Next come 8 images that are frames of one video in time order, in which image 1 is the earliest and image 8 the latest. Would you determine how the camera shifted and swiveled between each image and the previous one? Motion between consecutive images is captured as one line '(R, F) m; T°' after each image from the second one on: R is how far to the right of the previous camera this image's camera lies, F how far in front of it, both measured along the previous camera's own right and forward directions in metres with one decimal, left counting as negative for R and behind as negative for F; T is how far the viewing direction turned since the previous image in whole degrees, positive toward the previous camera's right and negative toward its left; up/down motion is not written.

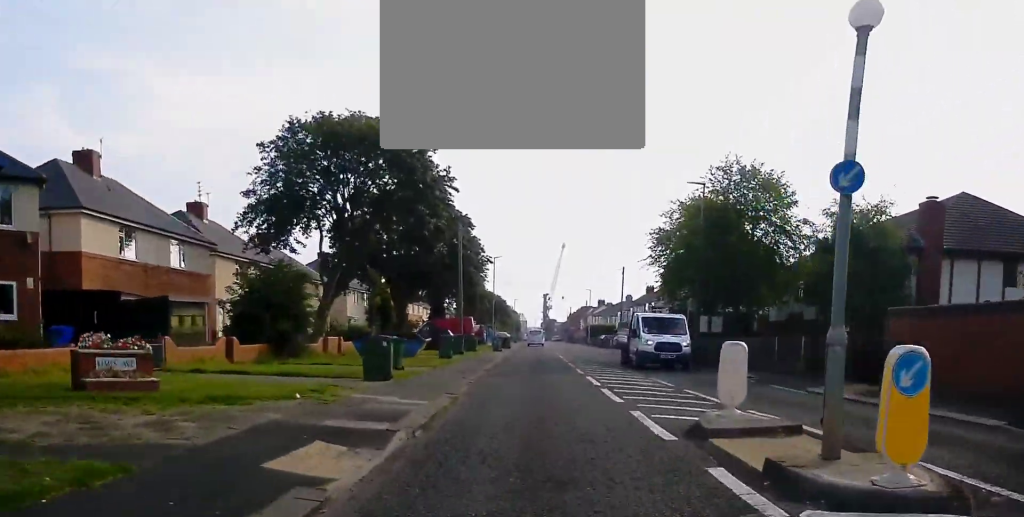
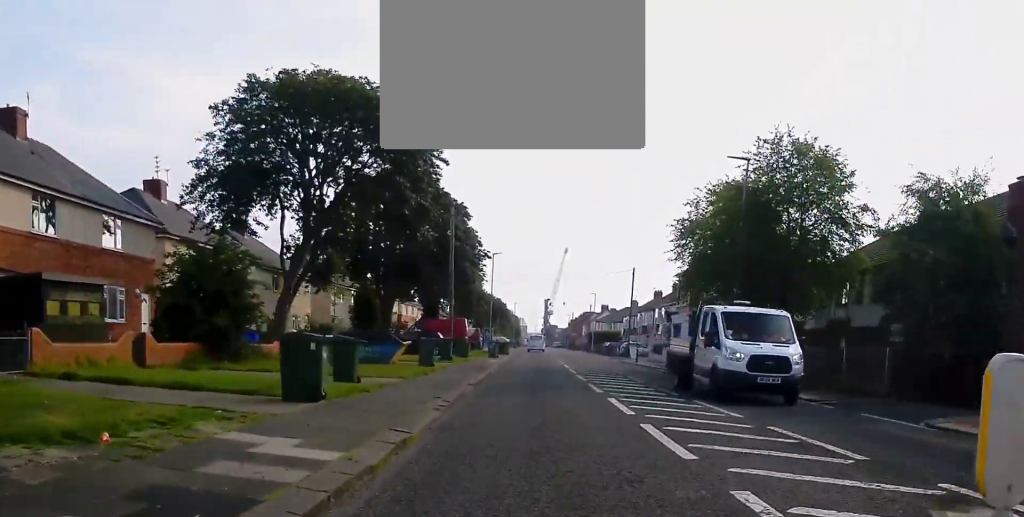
(+0.1, +6.5) m; 0°
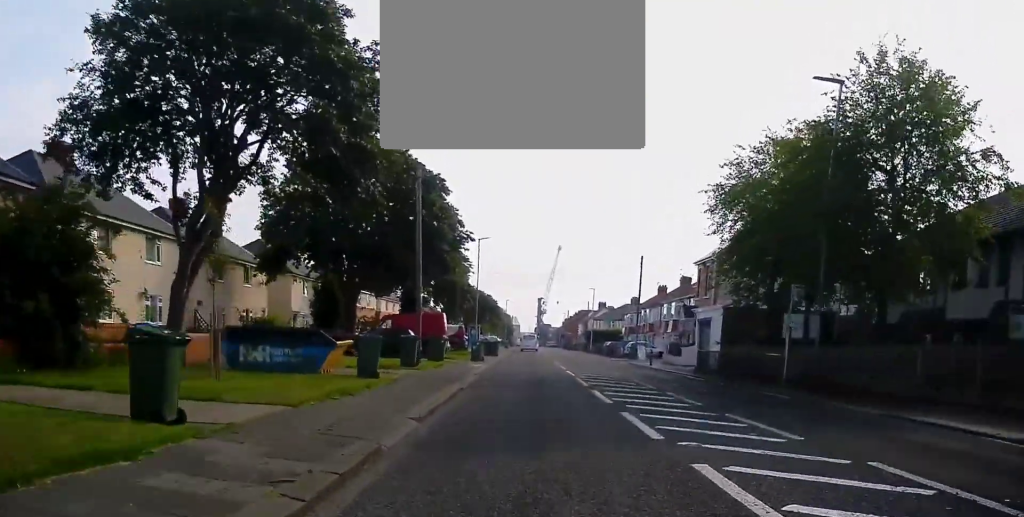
(+0.1, +9.1) m; 0°
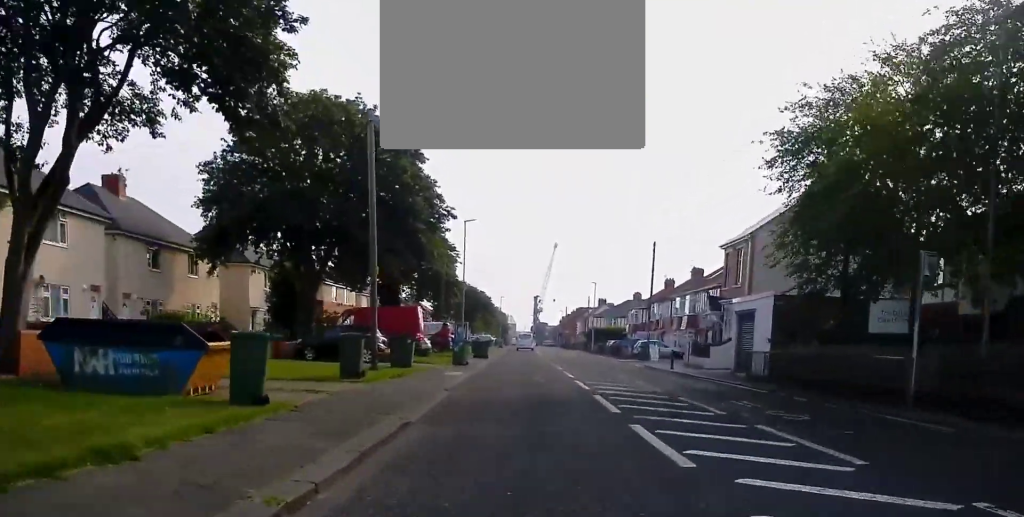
(0.0, +8.2) m; -1°
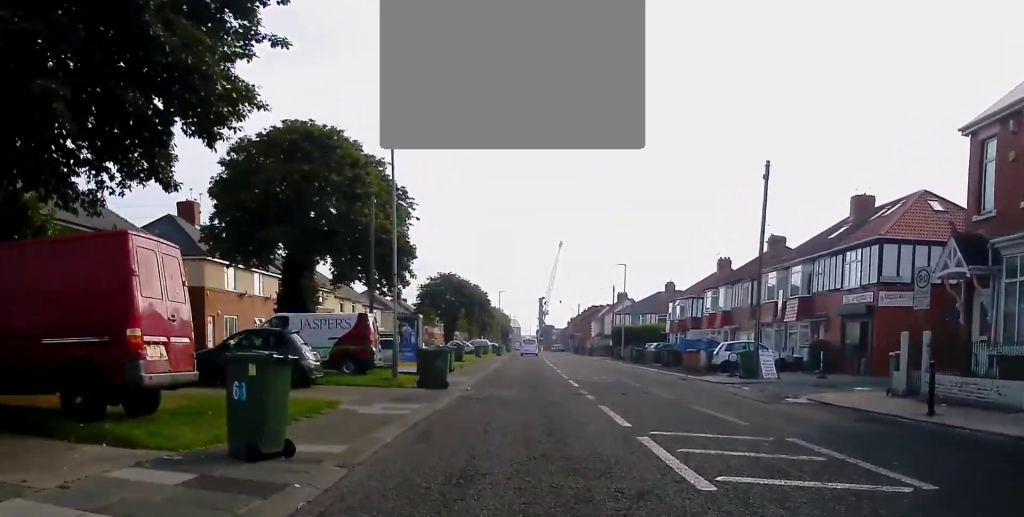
(0.0, +25.6) m; +1°
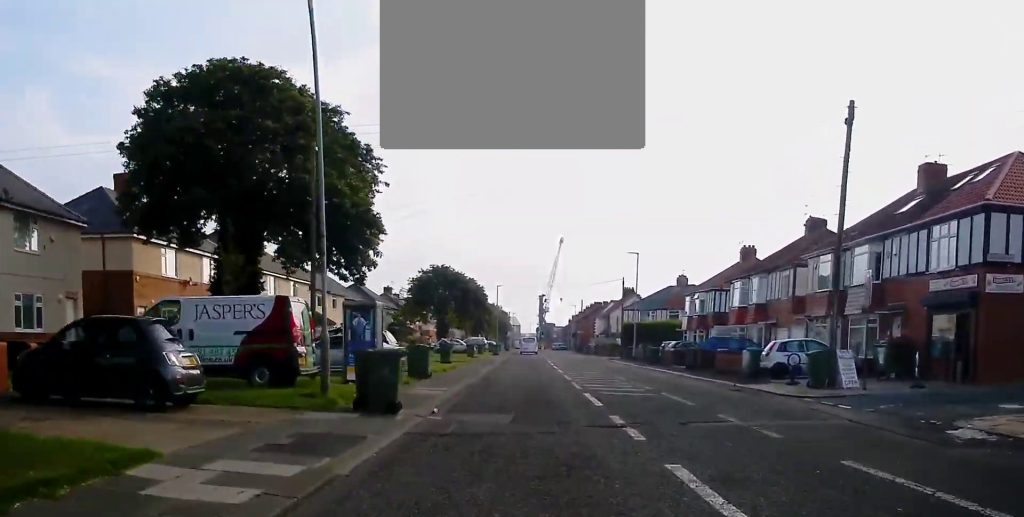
(0.0, +8.0) m; 0°
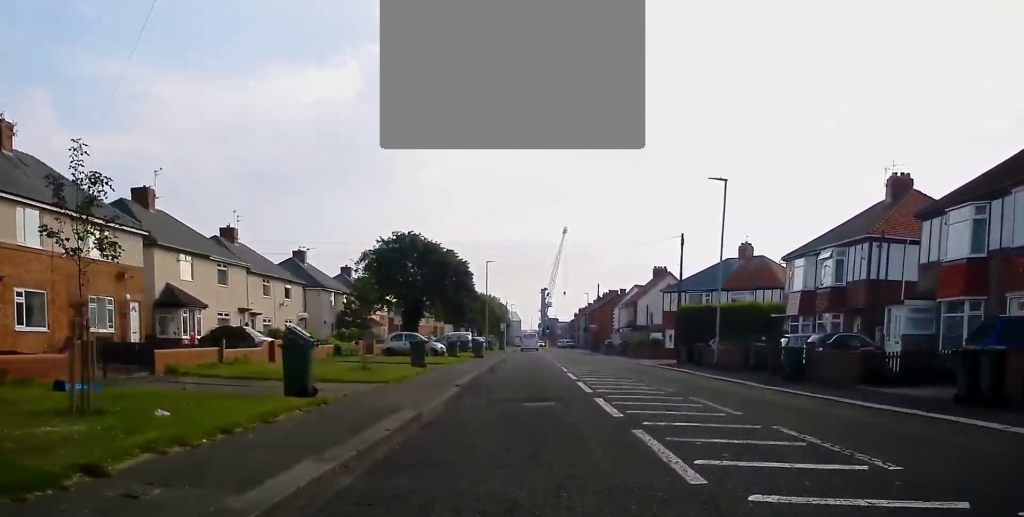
(-0.2, +26.7) m; -2°
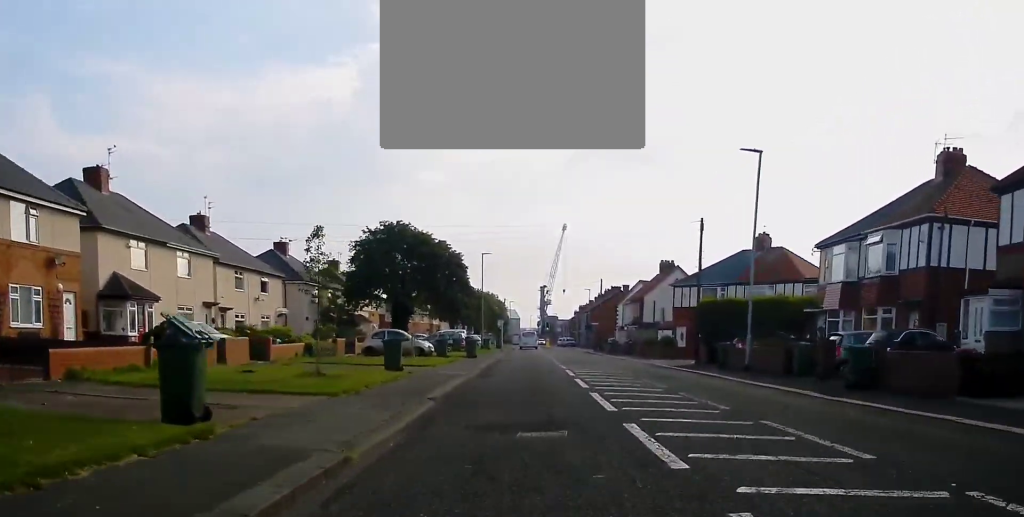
(+0.1, +5.4) m; -1°
